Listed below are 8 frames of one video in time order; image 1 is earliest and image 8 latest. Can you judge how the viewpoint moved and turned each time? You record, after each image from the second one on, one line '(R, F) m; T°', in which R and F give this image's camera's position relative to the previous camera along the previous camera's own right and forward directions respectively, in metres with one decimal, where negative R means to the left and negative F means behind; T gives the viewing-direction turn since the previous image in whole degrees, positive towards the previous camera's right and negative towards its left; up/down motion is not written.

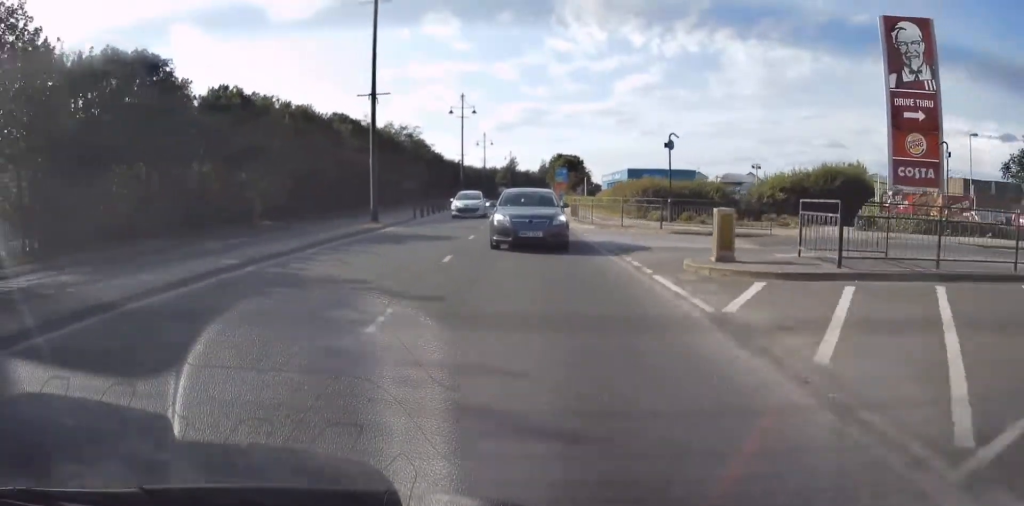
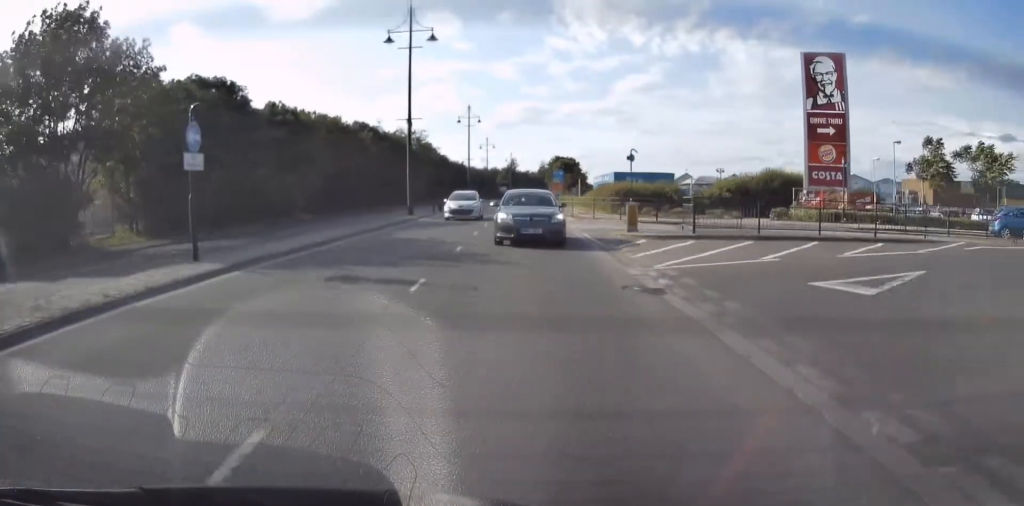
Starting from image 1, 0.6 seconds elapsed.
(+0.1, +7.9) m; 0°
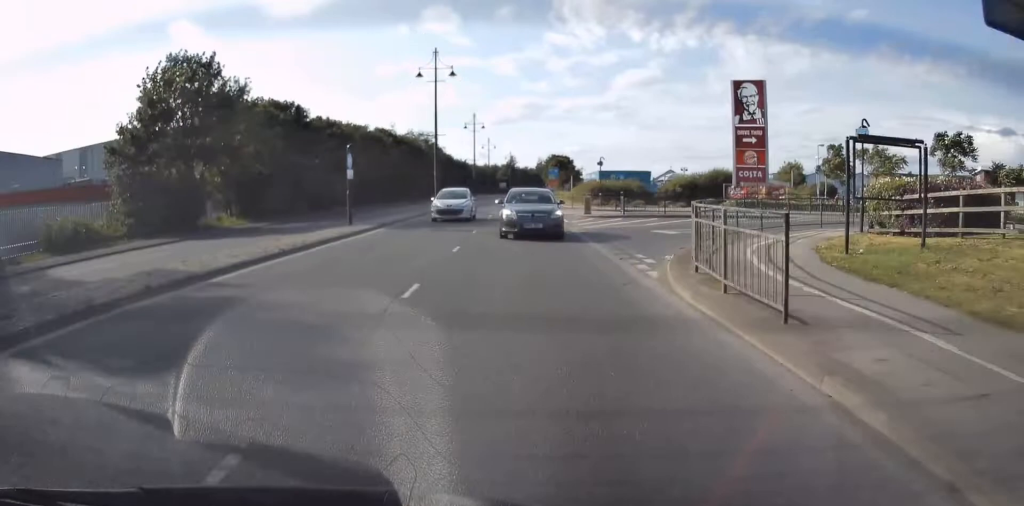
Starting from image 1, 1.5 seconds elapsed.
(0.0, +11.5) m; -1°
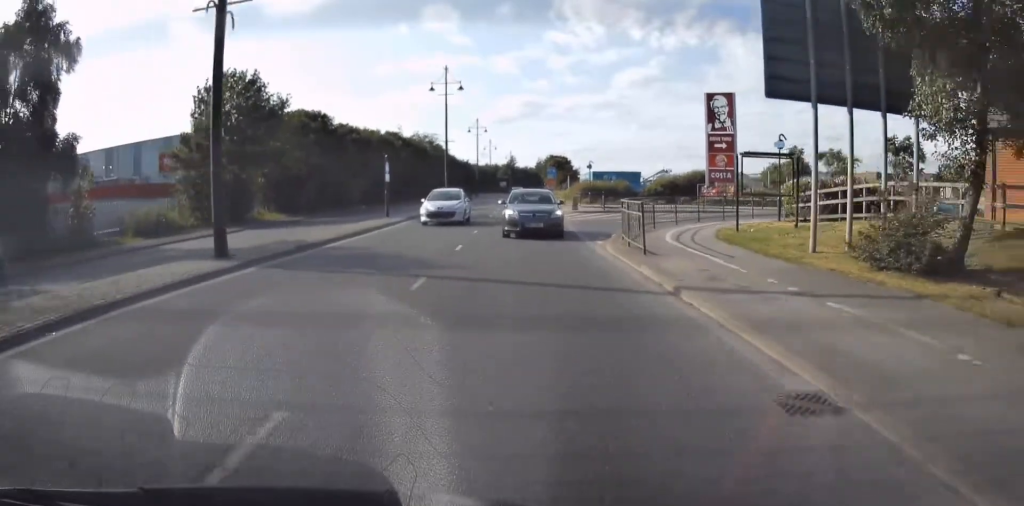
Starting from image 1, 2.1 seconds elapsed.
(0.0, +7.3) m; -1°
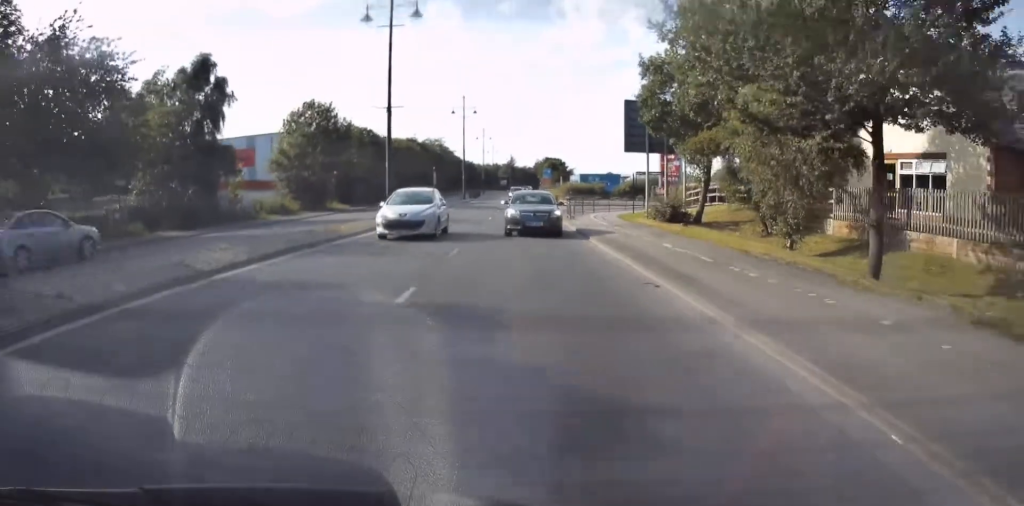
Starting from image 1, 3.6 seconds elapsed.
(-0.1, +18.7) m; 0°
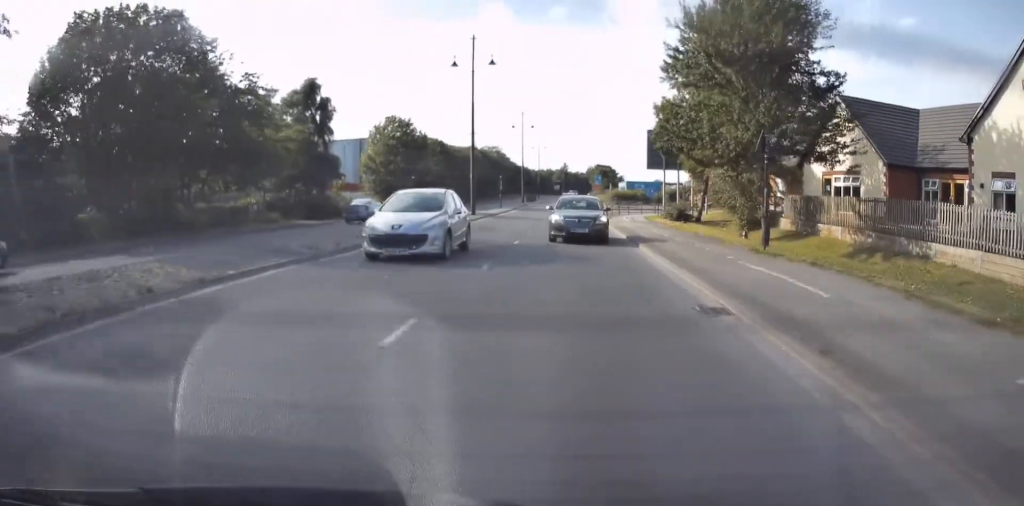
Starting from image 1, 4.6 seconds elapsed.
(0.0, +11.8) m; 0°
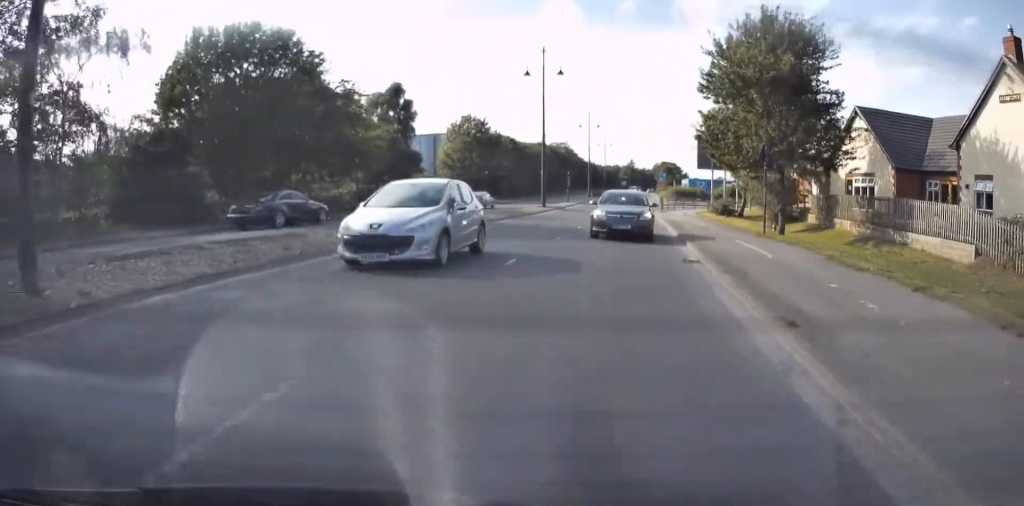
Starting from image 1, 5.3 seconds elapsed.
(0.0, +6.7) m; -1°
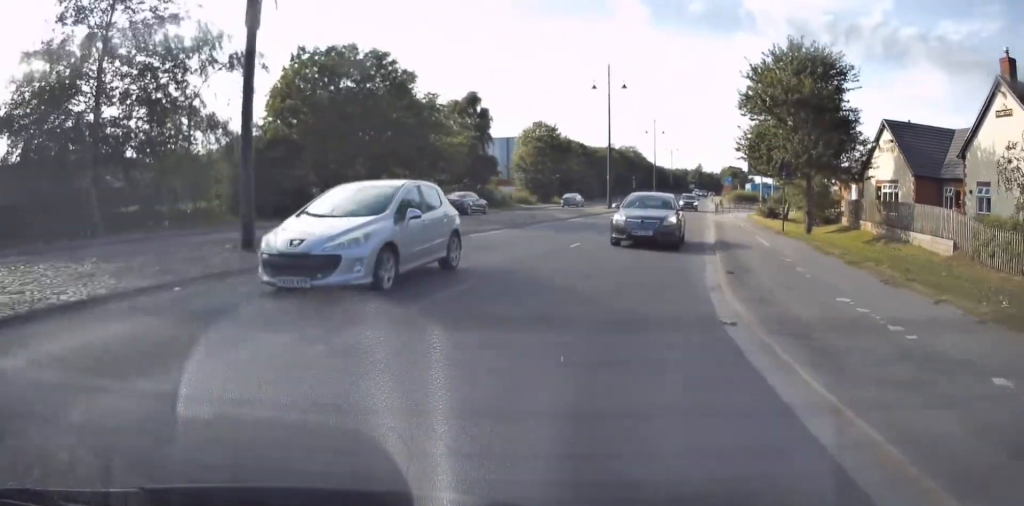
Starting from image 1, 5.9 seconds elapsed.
(+0.2, +6.4) m; -2°
